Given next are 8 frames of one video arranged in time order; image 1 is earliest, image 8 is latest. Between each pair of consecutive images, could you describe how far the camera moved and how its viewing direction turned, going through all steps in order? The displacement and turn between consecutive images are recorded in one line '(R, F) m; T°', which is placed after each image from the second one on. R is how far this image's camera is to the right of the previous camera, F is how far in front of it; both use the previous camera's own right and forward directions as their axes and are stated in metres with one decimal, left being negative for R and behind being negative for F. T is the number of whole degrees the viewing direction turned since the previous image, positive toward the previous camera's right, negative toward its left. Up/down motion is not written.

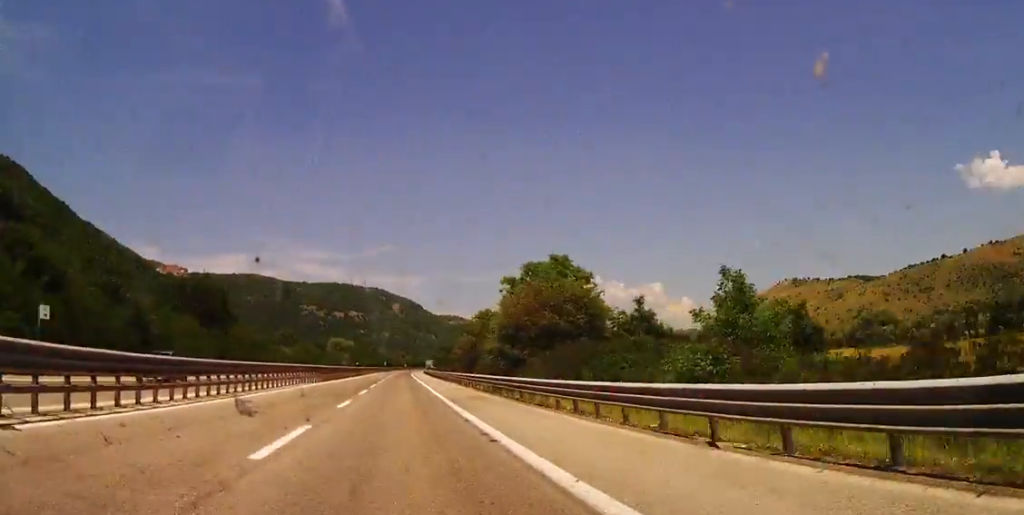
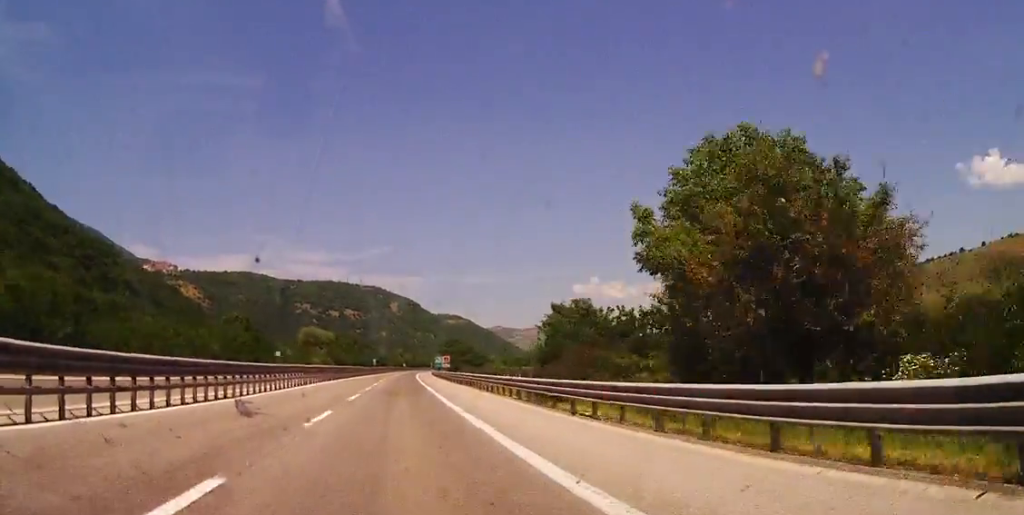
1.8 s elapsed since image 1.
(-0.1, +66.8) m; 0°
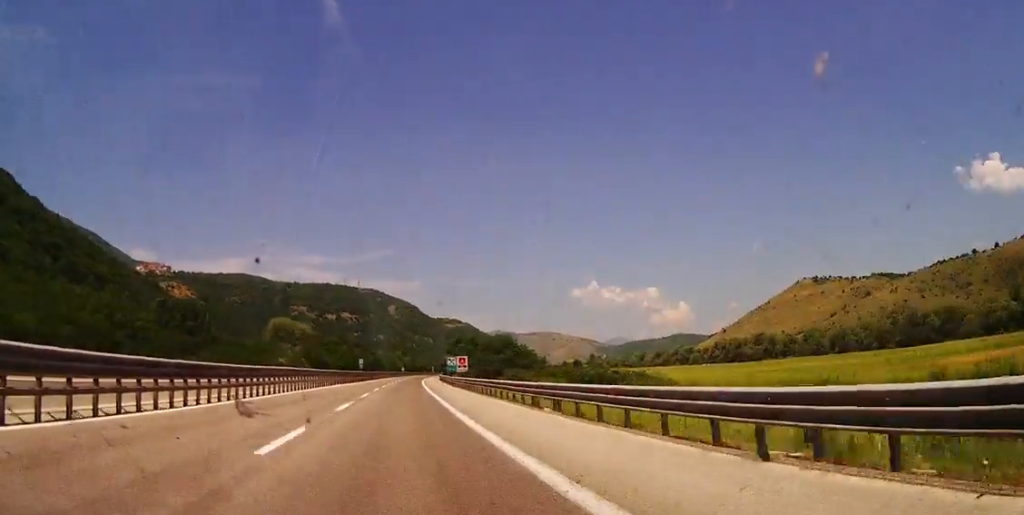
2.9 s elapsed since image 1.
(+0.2, +40.7) m; 0°
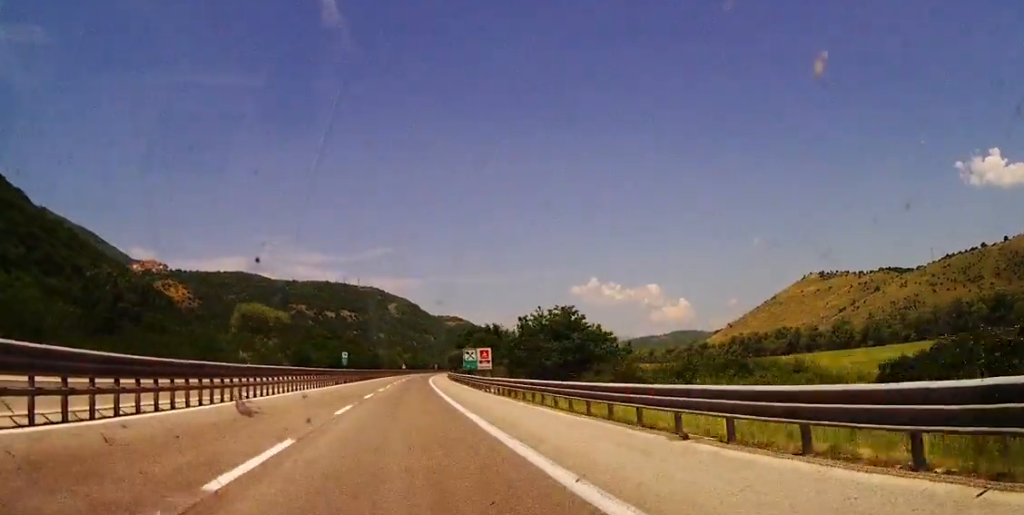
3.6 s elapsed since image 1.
(-0.1, +27.1) m; 0°
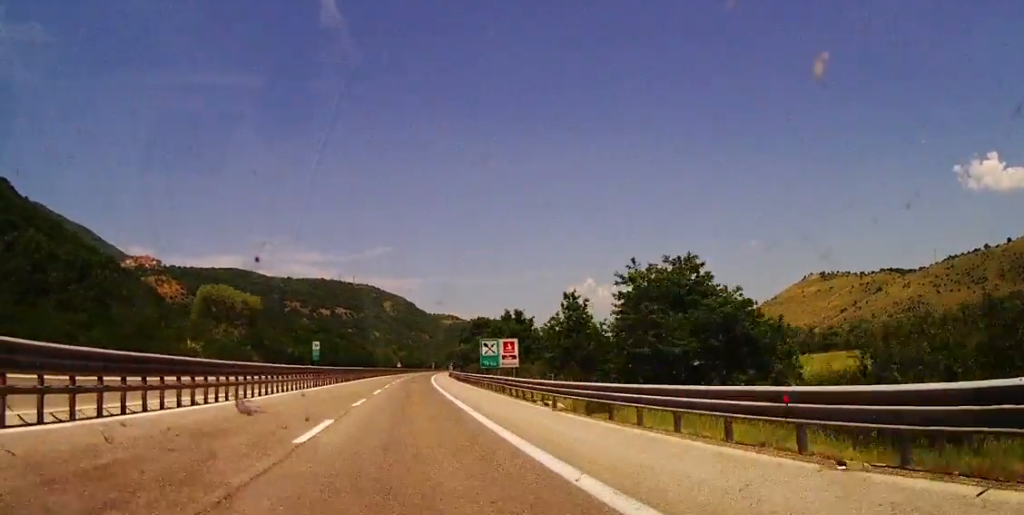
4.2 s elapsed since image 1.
(-0.2, +19.7) m; 0°
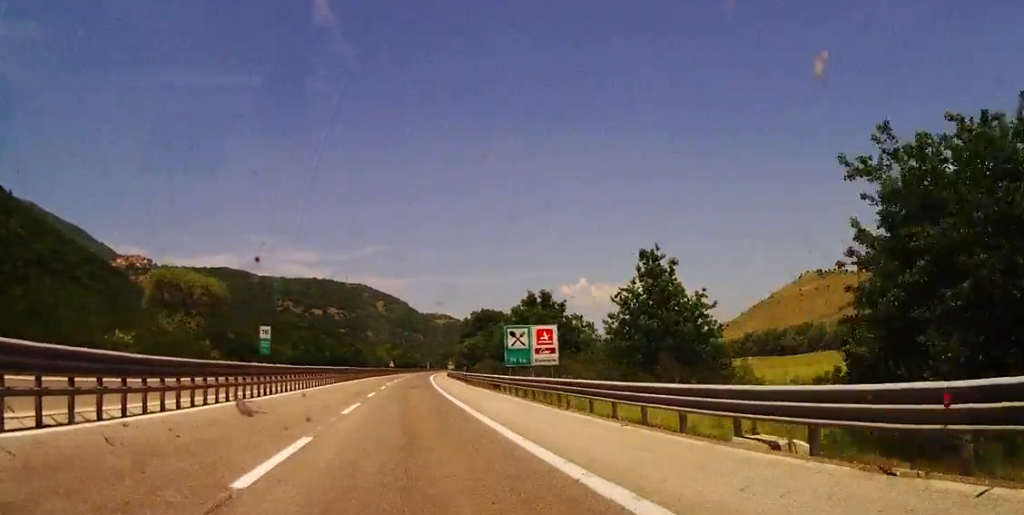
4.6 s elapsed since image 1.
(+0.2, +16.0) m; 0°
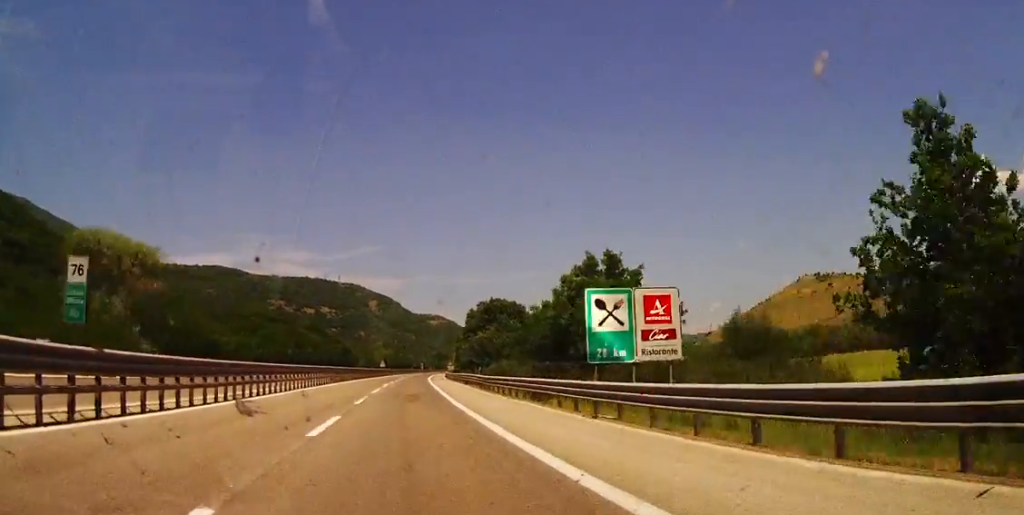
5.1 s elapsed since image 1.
(+0.2, +18.5) m; 0°
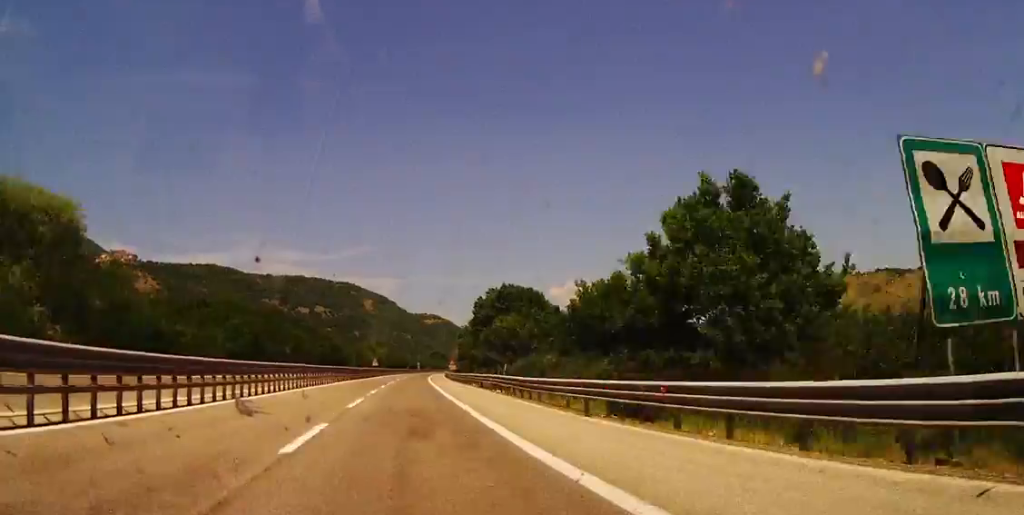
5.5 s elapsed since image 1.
(0.0, +14.8) m; 0°
